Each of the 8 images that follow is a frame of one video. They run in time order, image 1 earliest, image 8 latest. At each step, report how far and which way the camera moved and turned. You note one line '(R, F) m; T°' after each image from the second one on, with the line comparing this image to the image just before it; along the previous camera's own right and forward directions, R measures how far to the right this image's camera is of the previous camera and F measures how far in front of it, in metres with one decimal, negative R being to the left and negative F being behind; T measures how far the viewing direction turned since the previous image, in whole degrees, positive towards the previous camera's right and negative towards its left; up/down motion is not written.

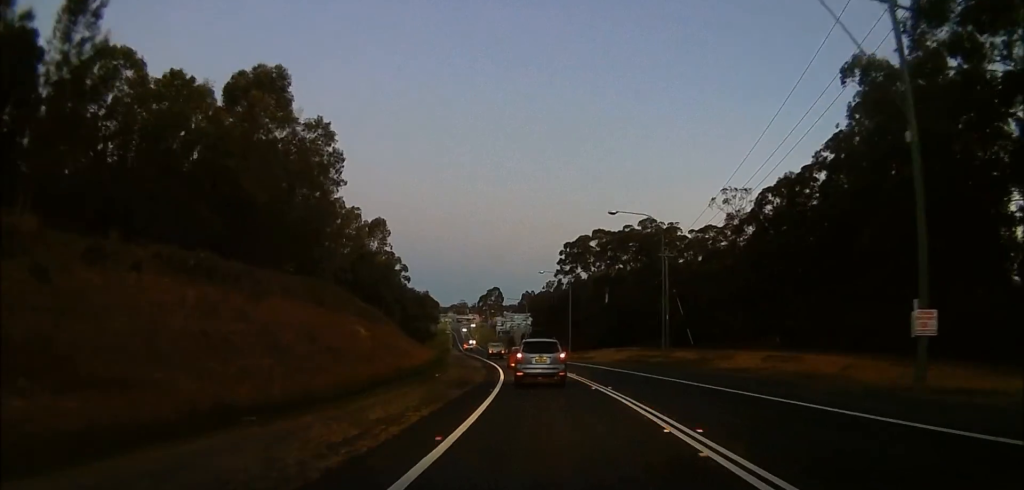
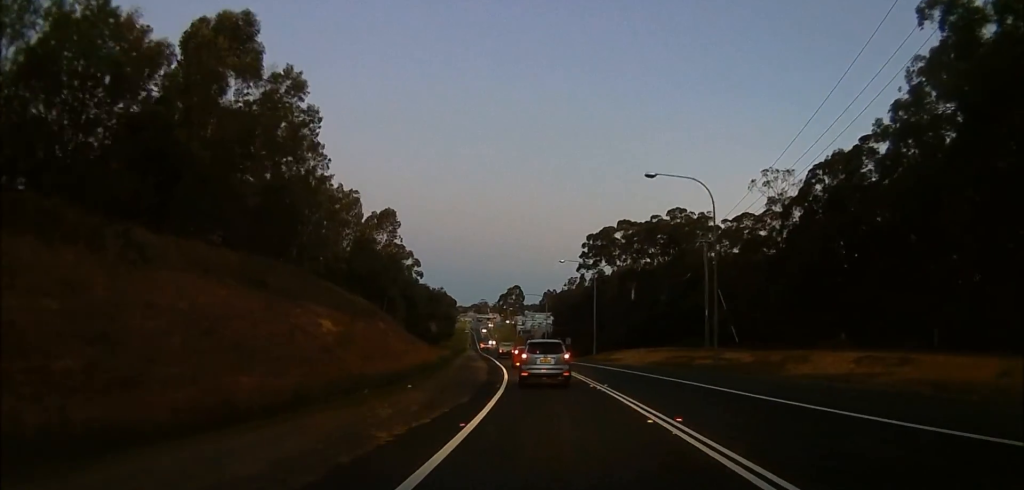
(0.0, +9.9) m; 0°
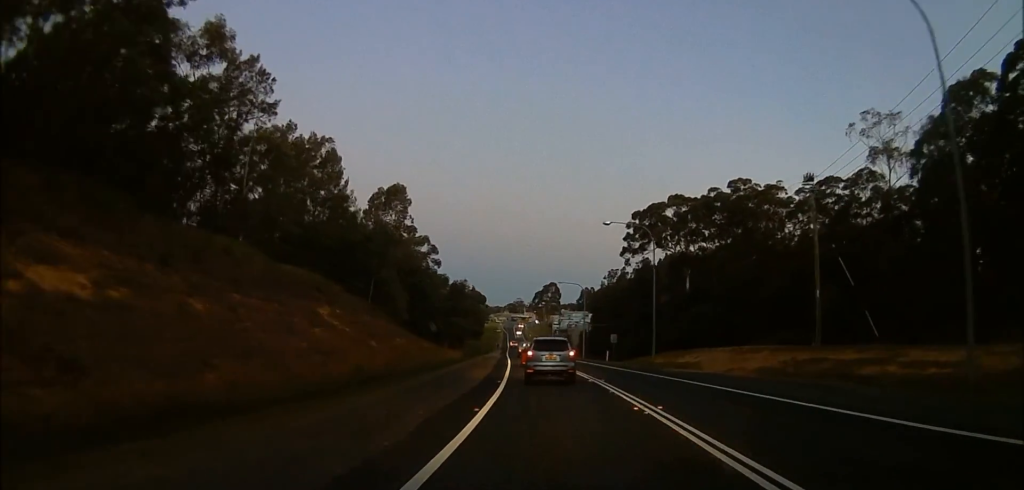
(0.0, +21.3) m; -3°
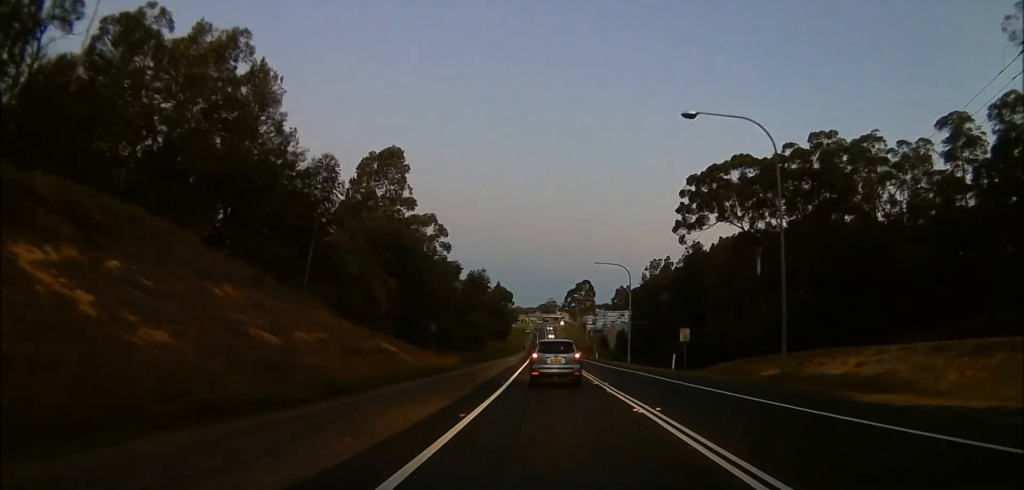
(-1.4, +23.4) m; -5°
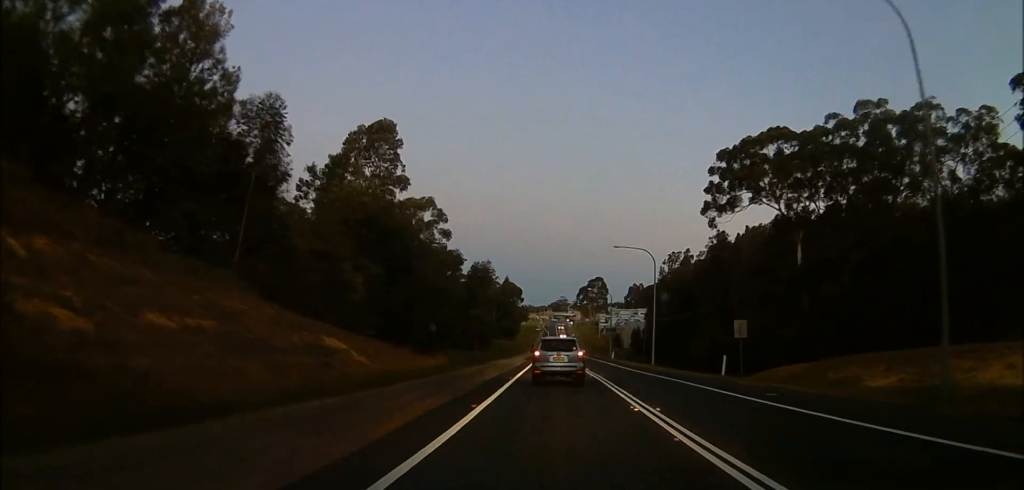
(0.0, +10.9) m; 0°
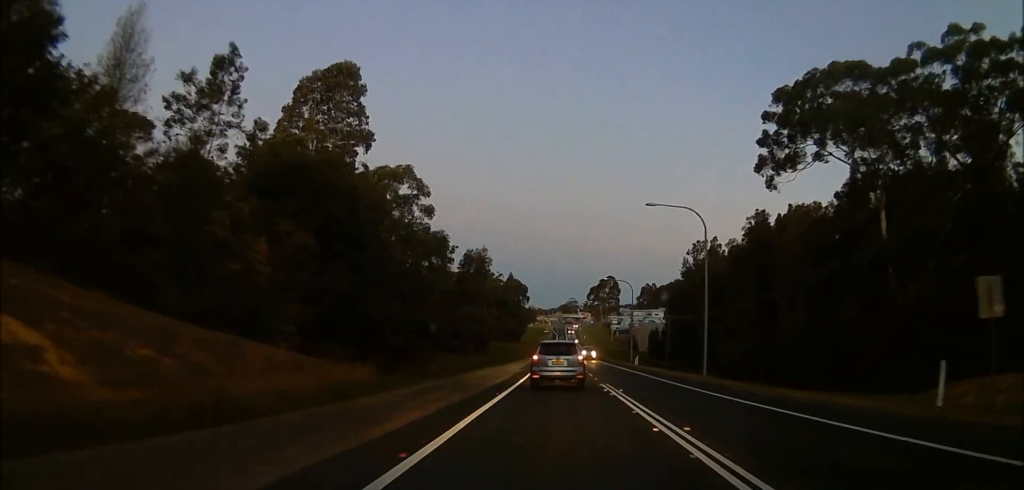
(0.0, +18.7) m; 0°
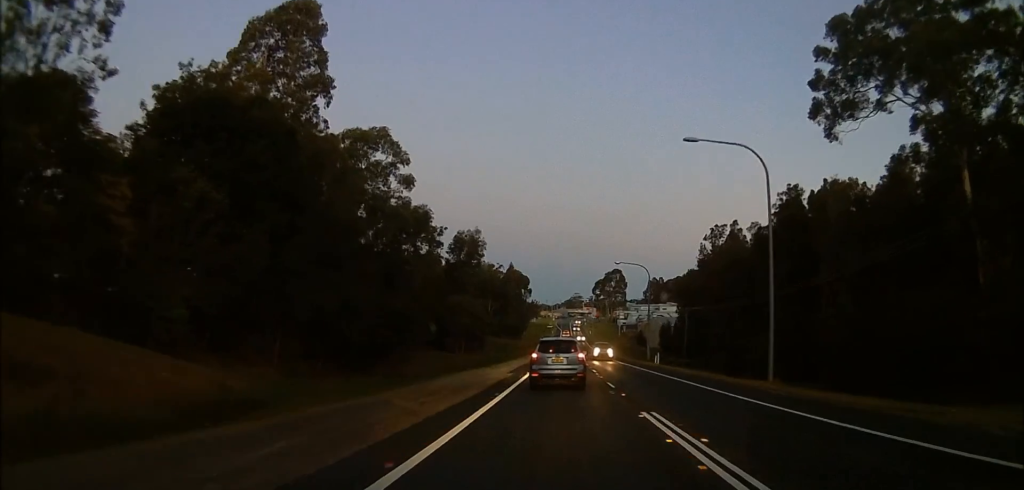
(0.0, +12.6) m; 0°
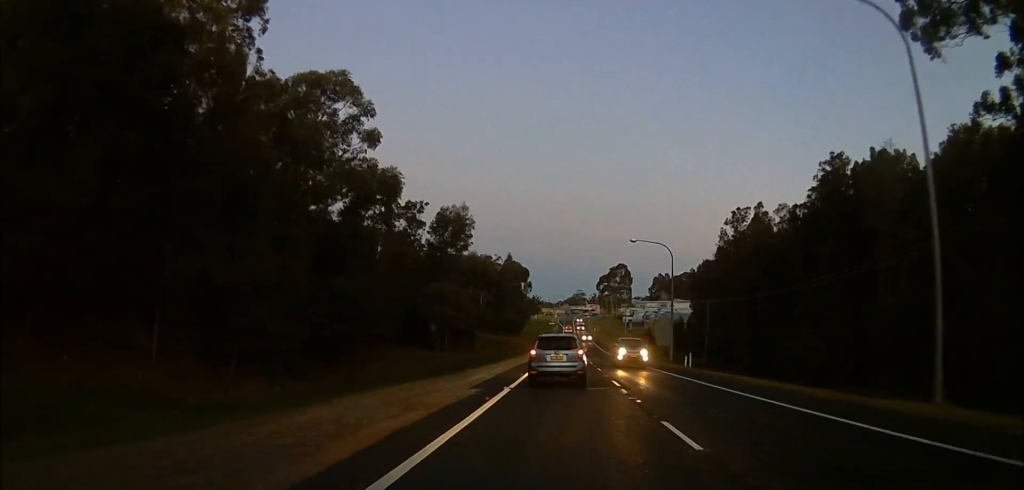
(0.0, +13.8) m; 0°
